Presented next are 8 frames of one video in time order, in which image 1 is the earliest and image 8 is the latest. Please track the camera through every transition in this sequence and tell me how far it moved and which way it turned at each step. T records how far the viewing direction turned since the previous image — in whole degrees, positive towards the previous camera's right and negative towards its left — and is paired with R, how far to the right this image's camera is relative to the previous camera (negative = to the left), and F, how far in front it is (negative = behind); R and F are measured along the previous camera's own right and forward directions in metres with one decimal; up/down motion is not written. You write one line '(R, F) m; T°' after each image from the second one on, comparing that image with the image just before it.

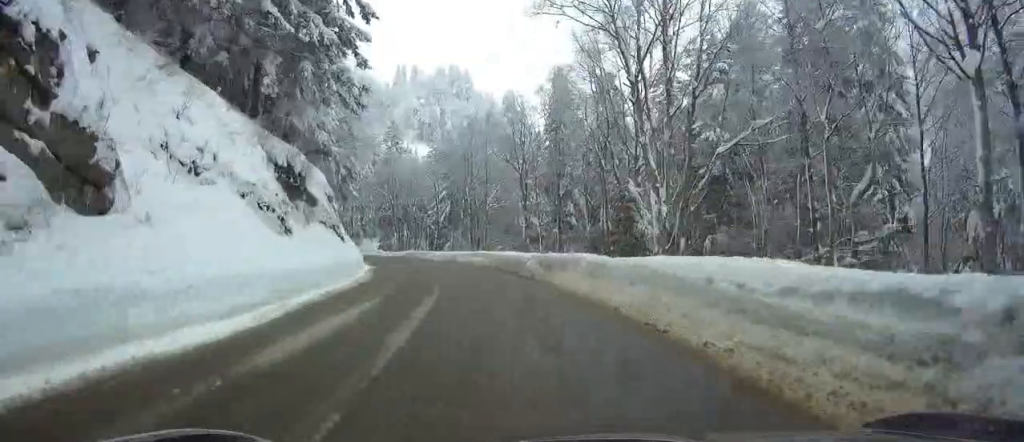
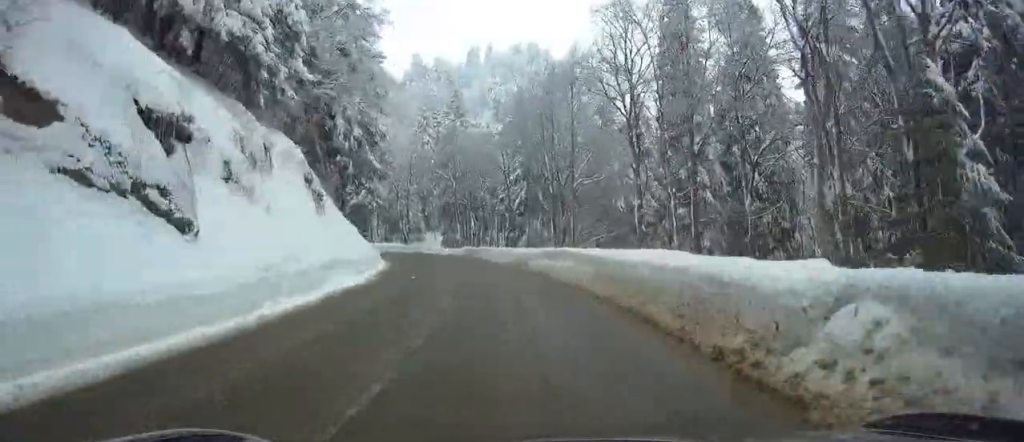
(0.0, +23.1) m; 0°
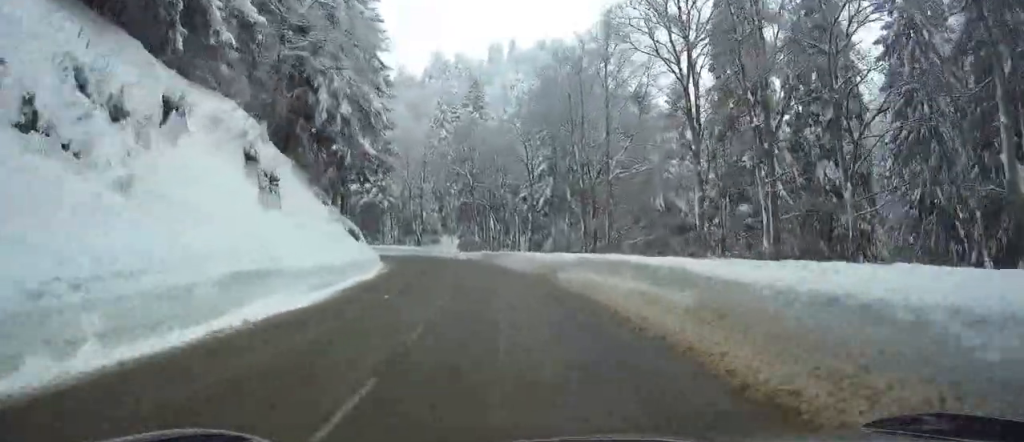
(0.0, +9.2) m; 0°
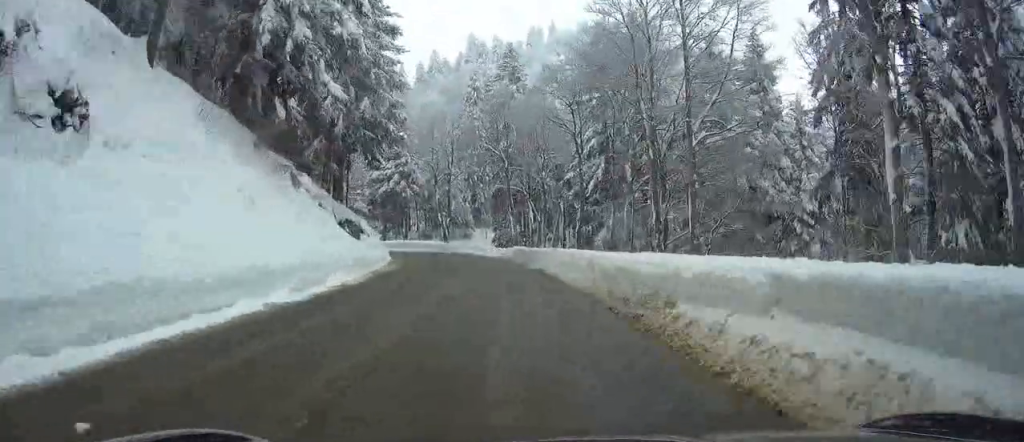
(0.0, +13.8) m; -3°
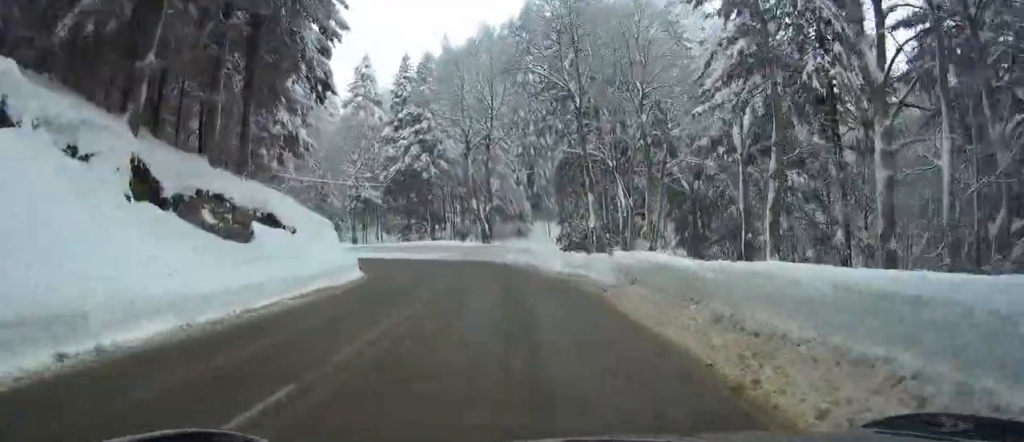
(-3.3, +28.9) m; -12°
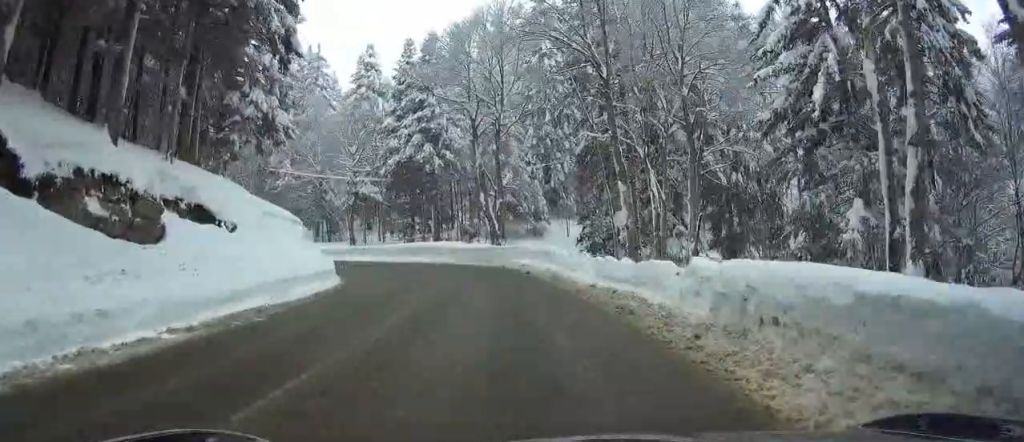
(-0.1, +7.0) m; -5°
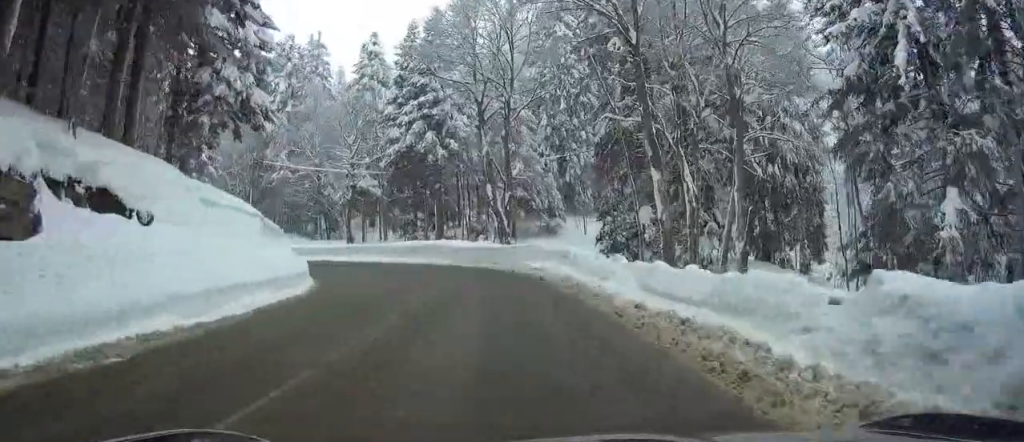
(+0.3, +5.5) m; -6°
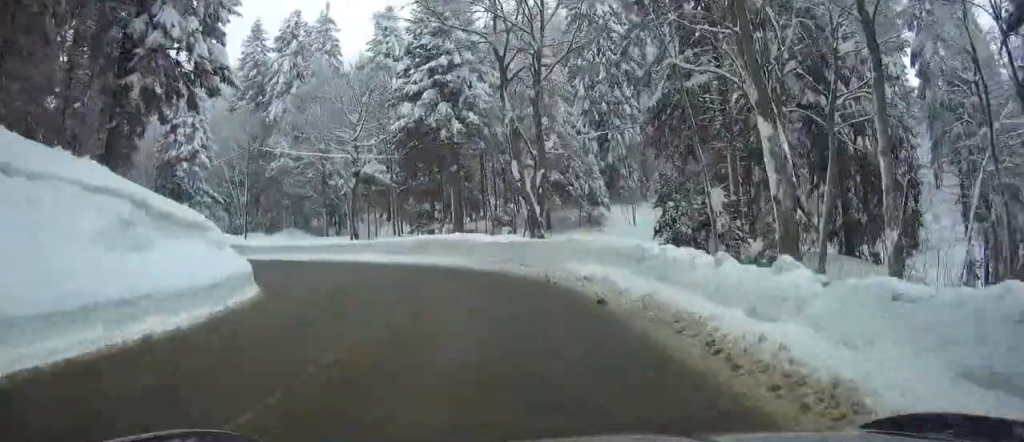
(-0.6, +8.0) m; -11°
